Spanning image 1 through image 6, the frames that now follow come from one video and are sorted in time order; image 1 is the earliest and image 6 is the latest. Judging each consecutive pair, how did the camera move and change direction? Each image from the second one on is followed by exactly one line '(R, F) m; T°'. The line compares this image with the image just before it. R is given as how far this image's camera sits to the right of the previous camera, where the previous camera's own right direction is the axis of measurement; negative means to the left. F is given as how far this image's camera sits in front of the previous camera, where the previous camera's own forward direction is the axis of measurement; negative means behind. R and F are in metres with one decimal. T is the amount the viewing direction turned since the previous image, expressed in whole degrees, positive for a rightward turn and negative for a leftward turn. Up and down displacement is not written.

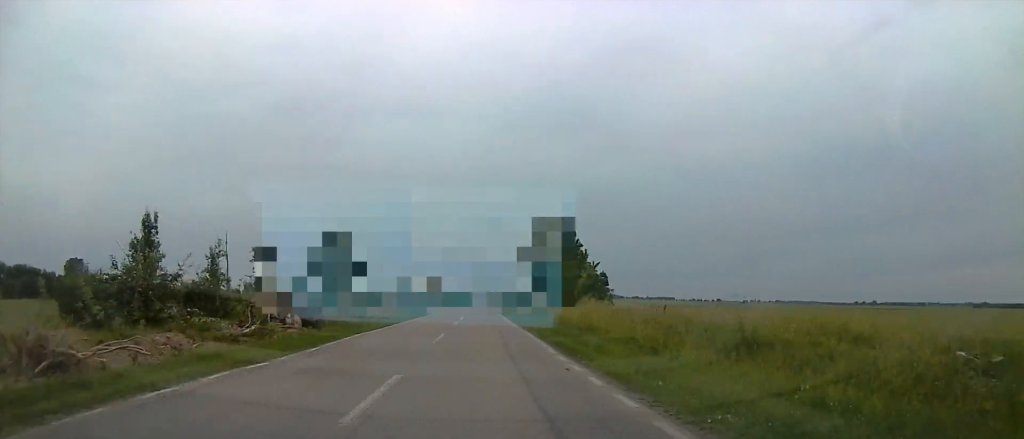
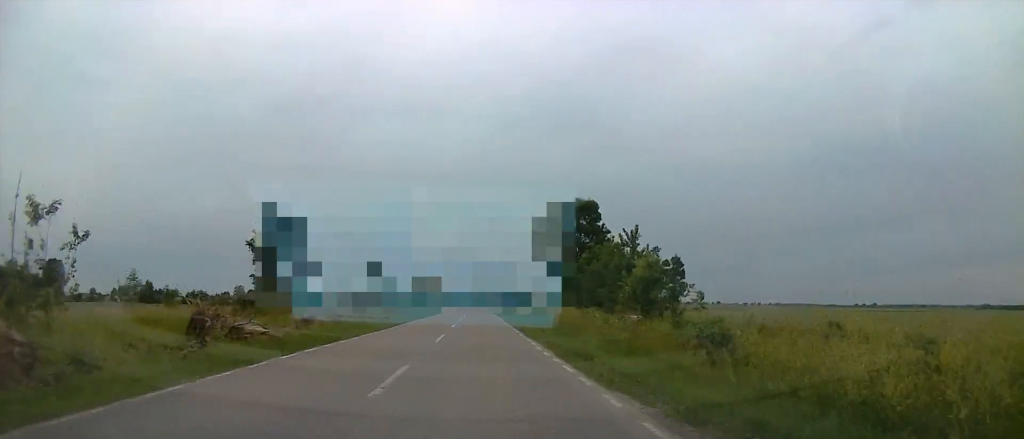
(0.0, +21.6) m; 0°
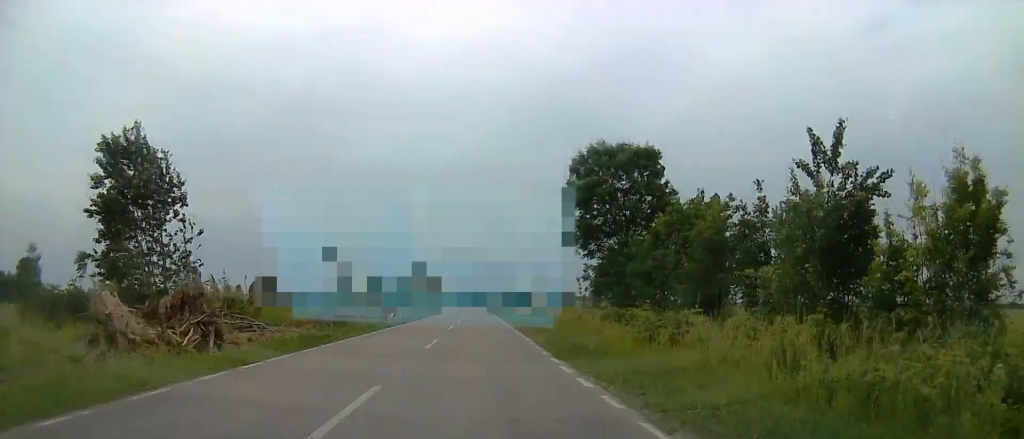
(0.0, +26.1) m; 0°
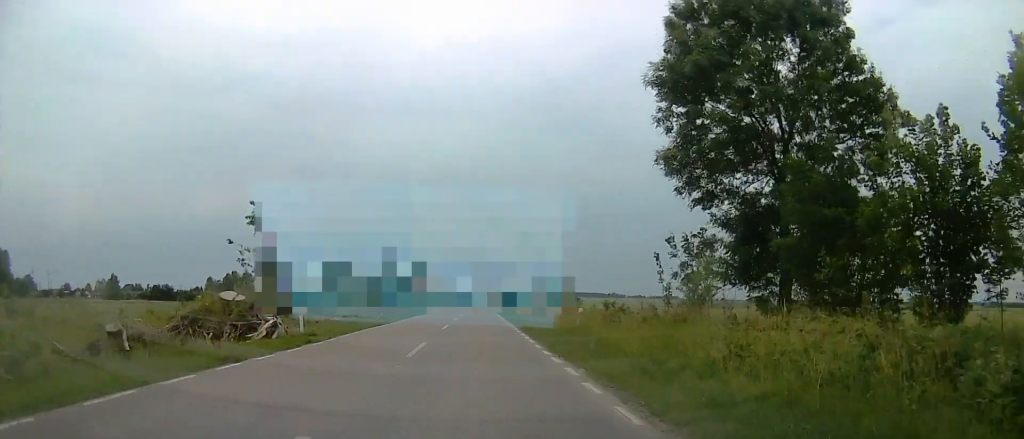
(0.0, +27.2) m; 0°
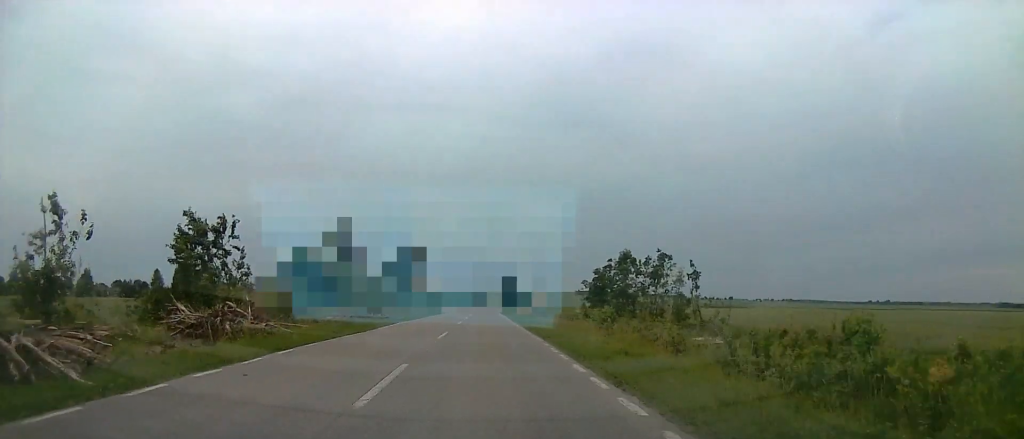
(0.0, +41.8) m; 0°
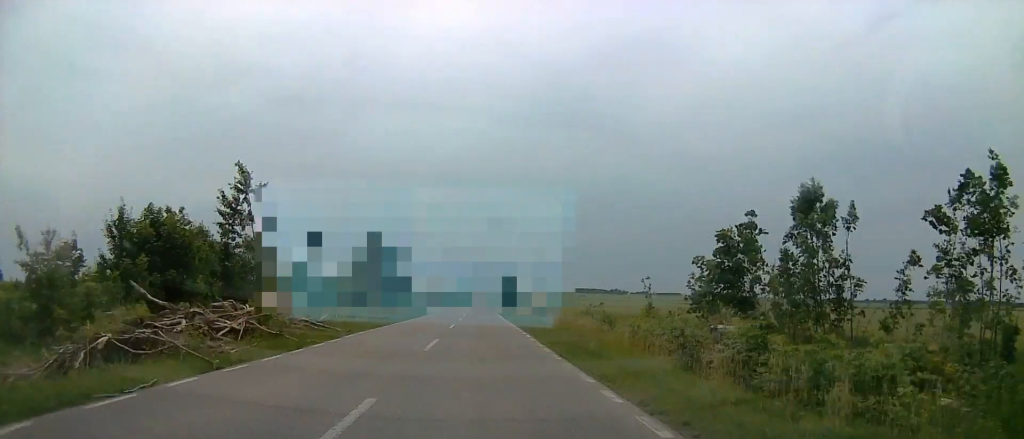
(0.0, +27.3) m; 0°
